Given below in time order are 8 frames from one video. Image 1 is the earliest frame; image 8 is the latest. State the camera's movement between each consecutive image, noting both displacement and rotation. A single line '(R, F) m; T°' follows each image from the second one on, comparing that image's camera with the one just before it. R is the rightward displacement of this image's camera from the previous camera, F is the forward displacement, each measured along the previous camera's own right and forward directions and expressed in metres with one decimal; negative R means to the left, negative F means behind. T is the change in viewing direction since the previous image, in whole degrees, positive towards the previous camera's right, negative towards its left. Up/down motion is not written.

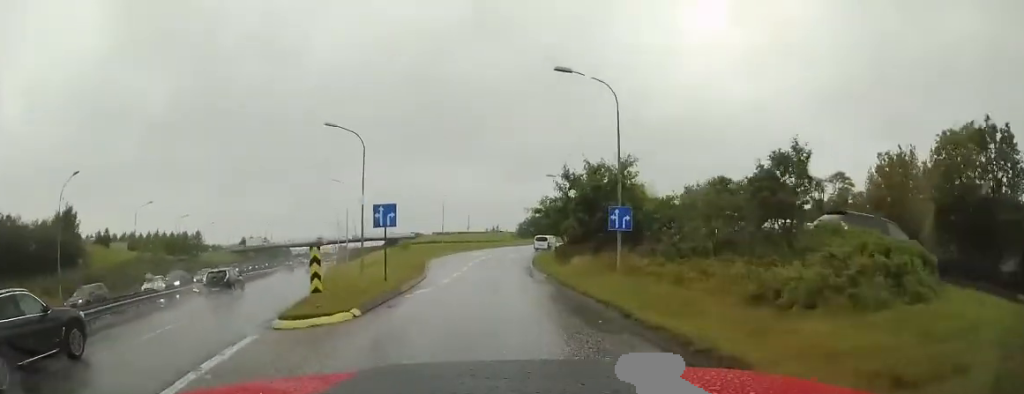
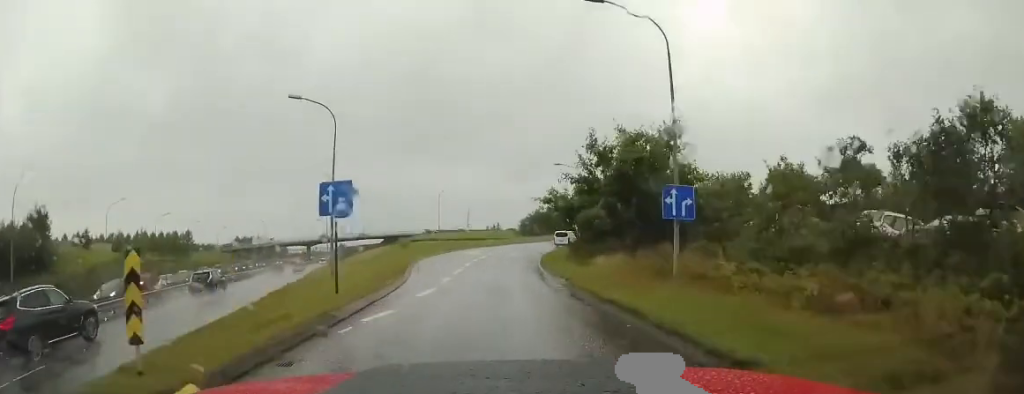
(0.0, +5.6) m; +1°
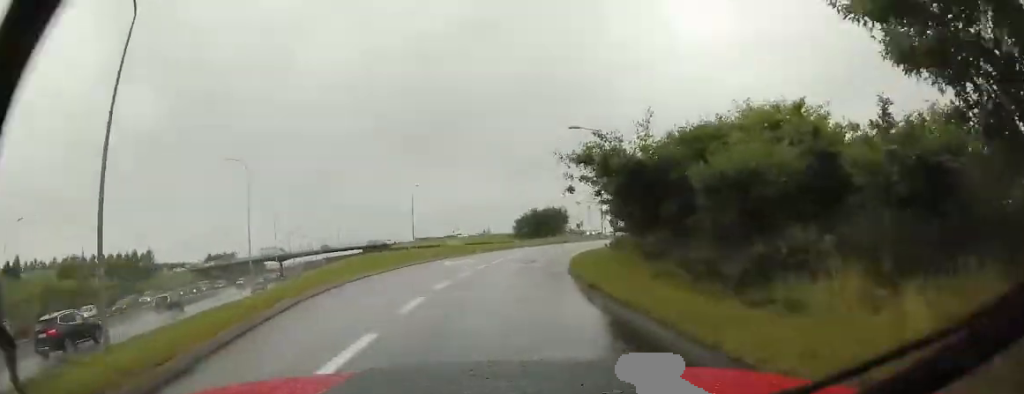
(+0.3, +14.9) m; -1°
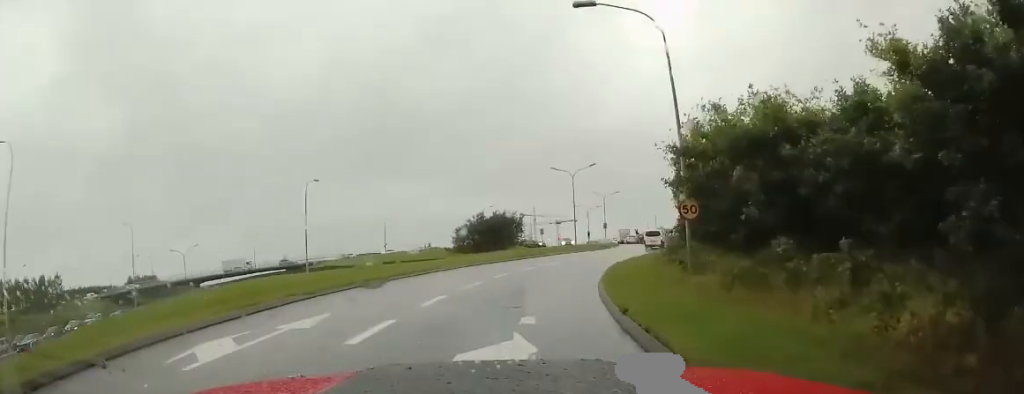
(-0.5, +17.5) m; +2°
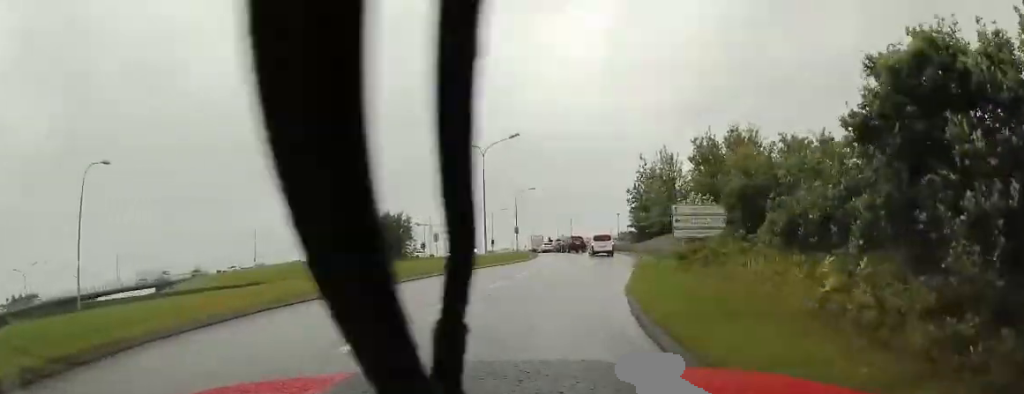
(+1.4, +15.4) m; +16°
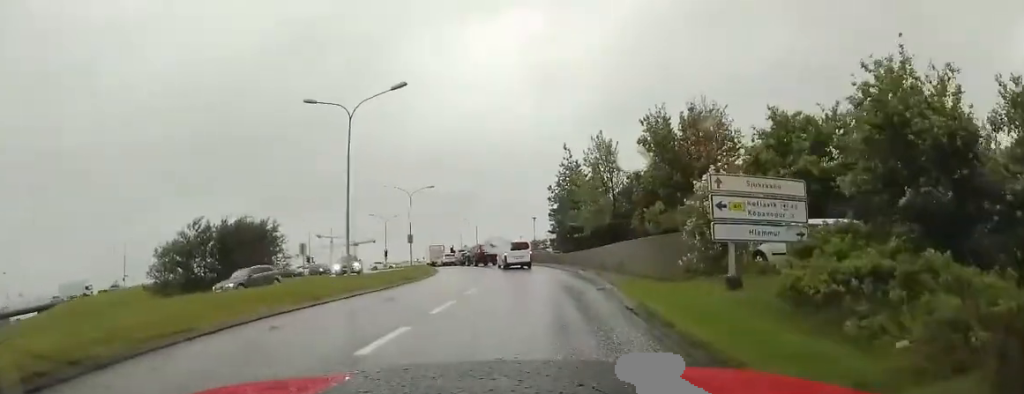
(+2.3, +12.3) m; +15°
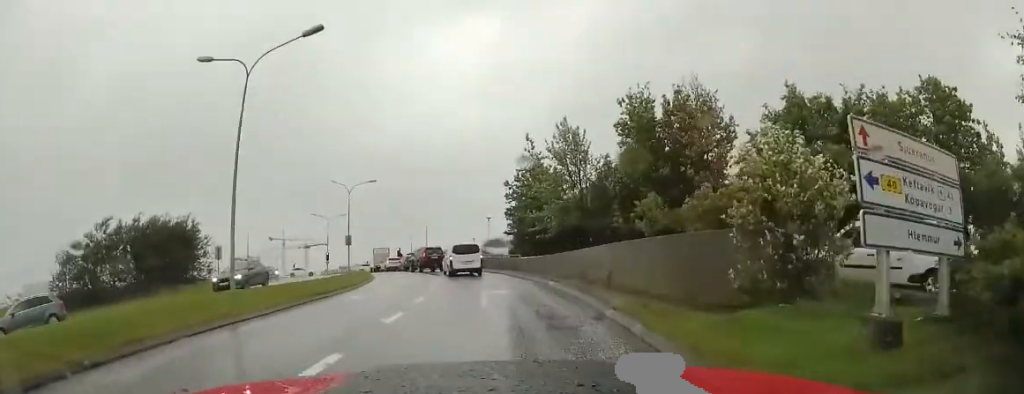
(+0.4, +6.4) m; +5°
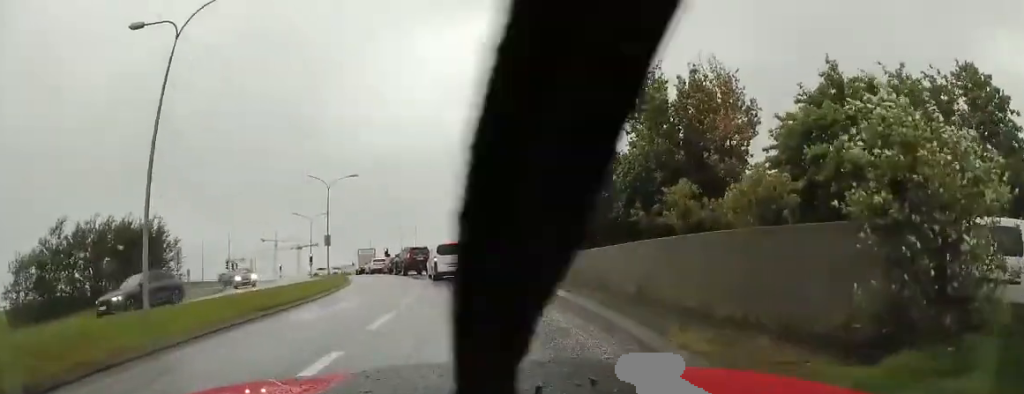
(+0.2, +4.1) m; +3°
